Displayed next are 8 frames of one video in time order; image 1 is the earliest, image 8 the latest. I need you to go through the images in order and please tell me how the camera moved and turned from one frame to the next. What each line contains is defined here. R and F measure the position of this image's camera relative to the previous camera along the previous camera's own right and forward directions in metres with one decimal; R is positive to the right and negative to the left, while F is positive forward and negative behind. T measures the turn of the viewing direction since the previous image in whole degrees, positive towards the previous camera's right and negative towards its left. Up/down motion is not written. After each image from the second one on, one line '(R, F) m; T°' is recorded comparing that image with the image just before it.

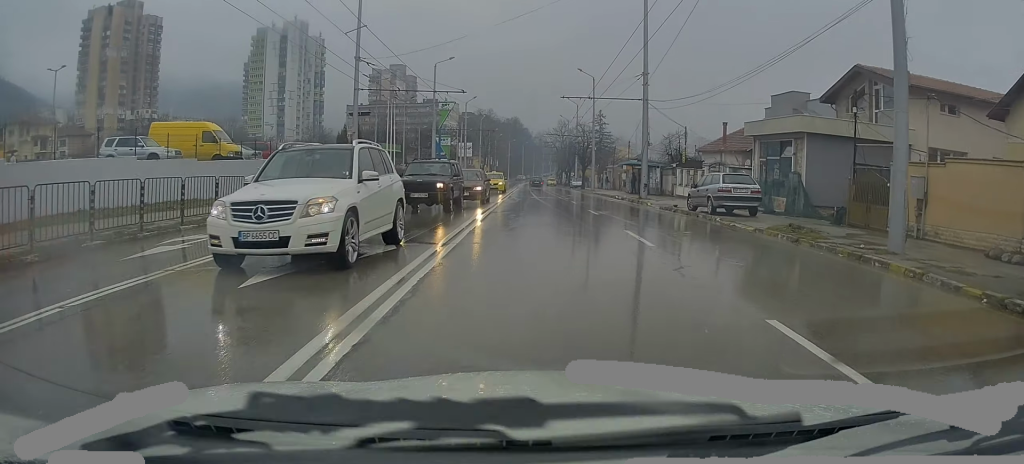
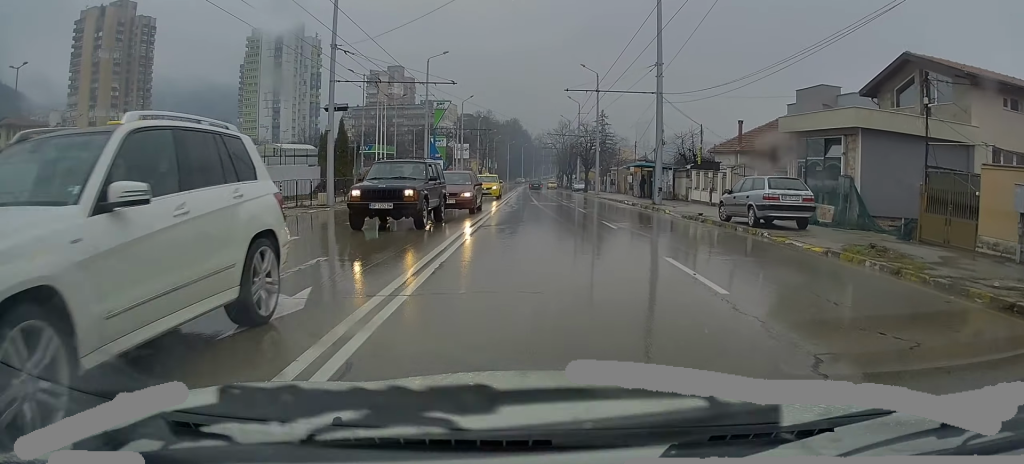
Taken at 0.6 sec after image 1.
(-0.1, +4.4) m; +1°
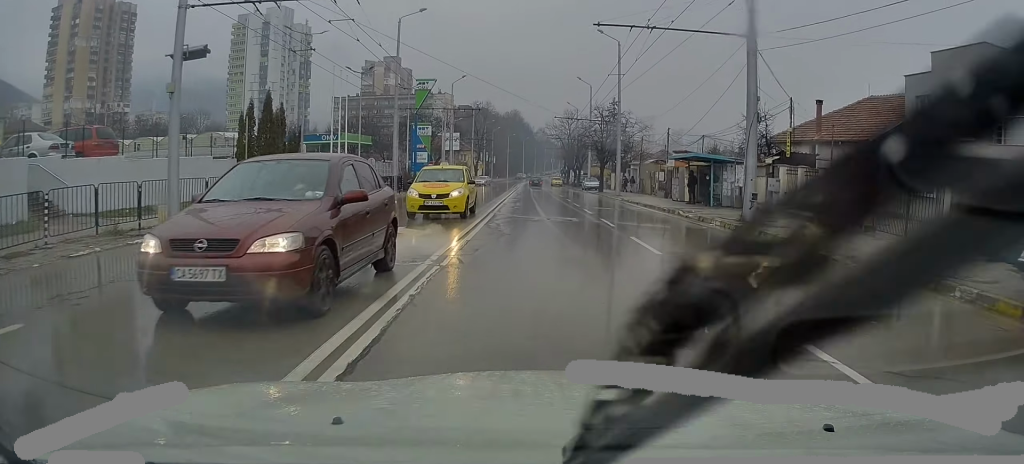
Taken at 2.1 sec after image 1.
(+0.1, +14.1) m; +1°
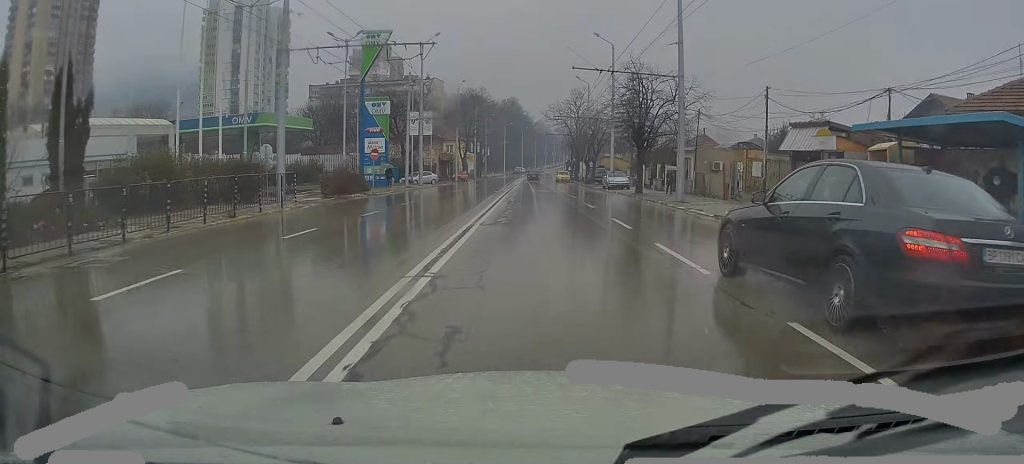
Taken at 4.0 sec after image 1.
(+0.5, +20.3) m; +1°
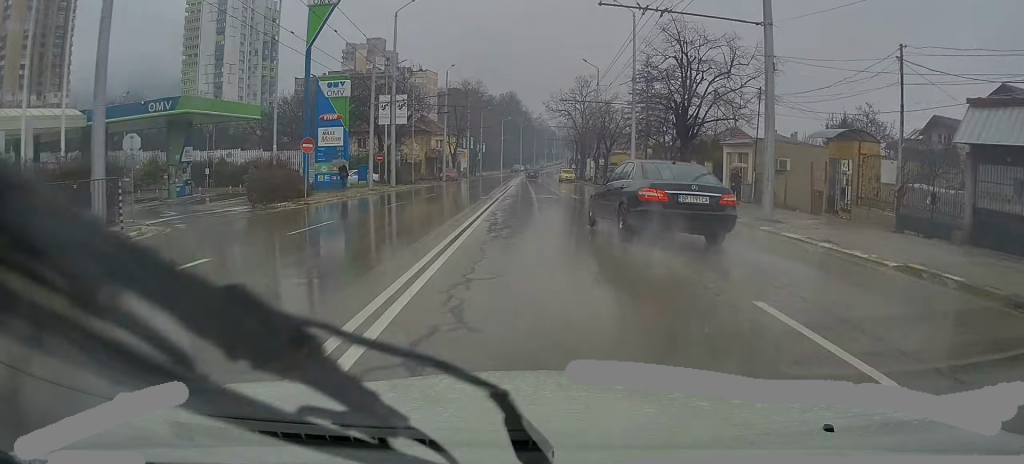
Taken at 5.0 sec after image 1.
(-0.2, +11.5) m; -1°
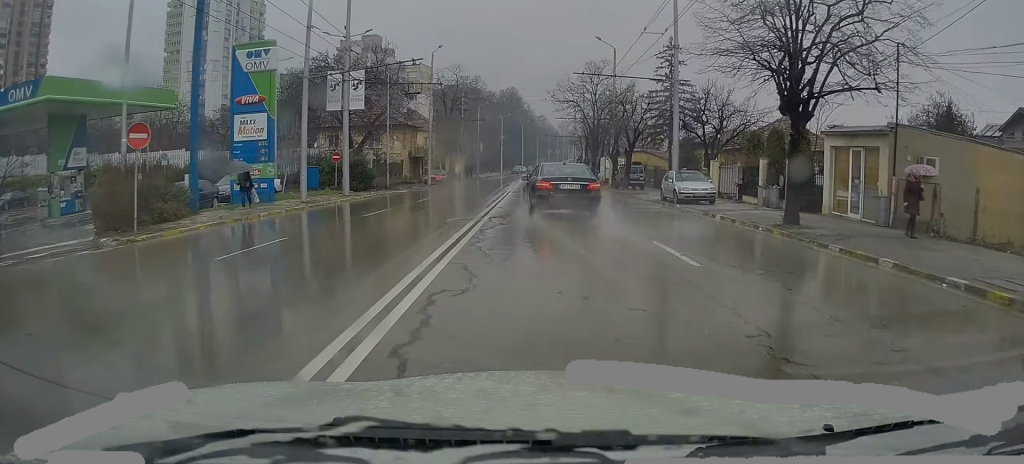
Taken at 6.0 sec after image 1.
(0.0, +12.2) m; -1°
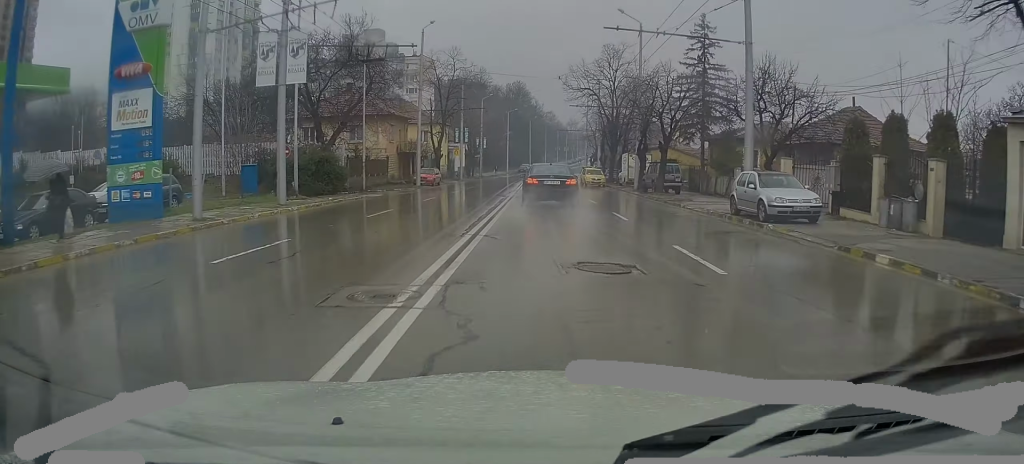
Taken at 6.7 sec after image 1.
(-0.2, +9.6) m; 0°
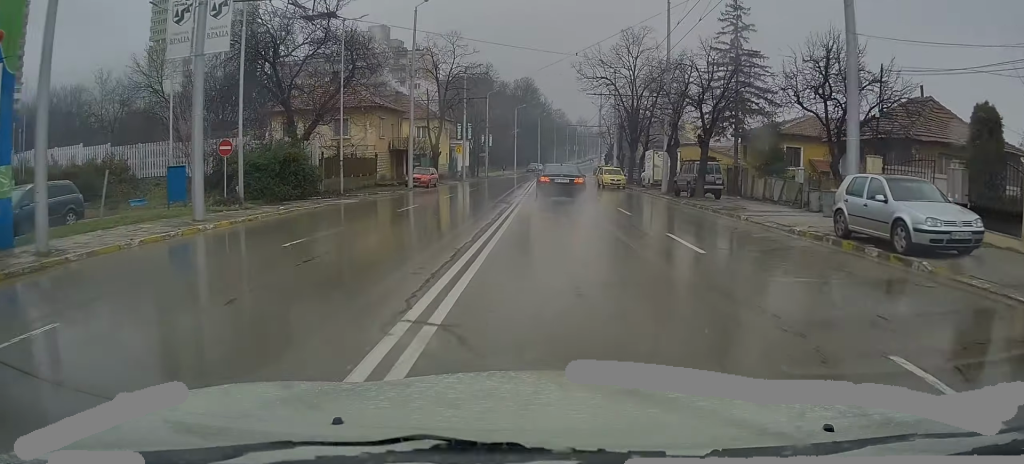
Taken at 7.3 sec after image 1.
(+0.2, +6.8) m; +1°
